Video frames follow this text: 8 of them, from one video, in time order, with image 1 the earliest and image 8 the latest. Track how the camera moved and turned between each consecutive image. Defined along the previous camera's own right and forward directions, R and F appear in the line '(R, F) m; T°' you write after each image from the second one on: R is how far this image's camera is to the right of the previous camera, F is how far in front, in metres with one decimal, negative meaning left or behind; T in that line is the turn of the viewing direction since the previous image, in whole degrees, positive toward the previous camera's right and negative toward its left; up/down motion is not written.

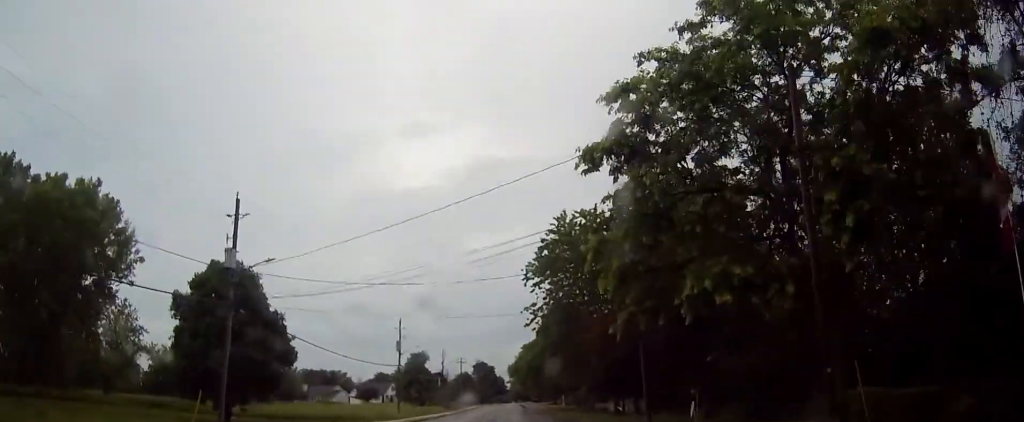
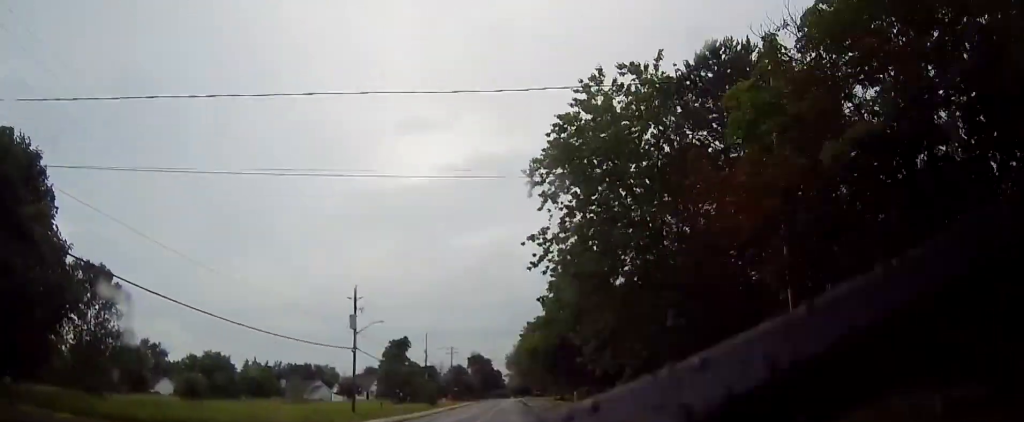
(-0.7, +19.5) m; -3°
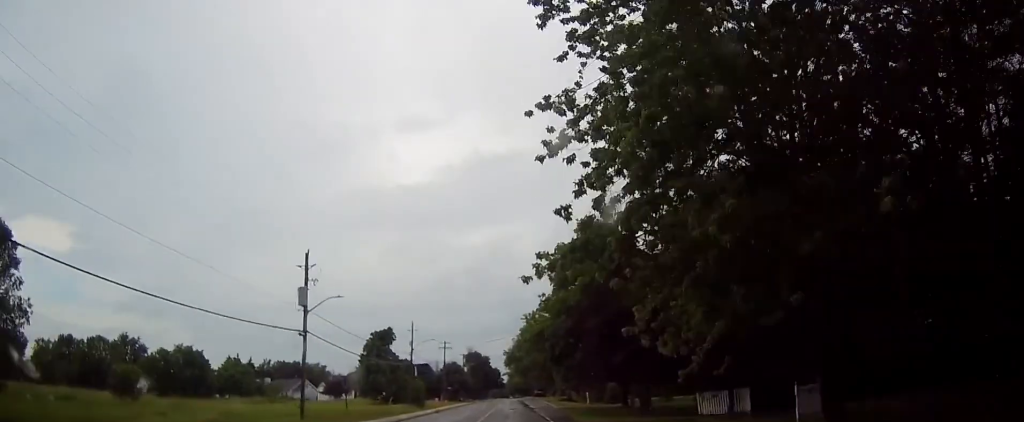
(-0.2, +12.5) m; 0°
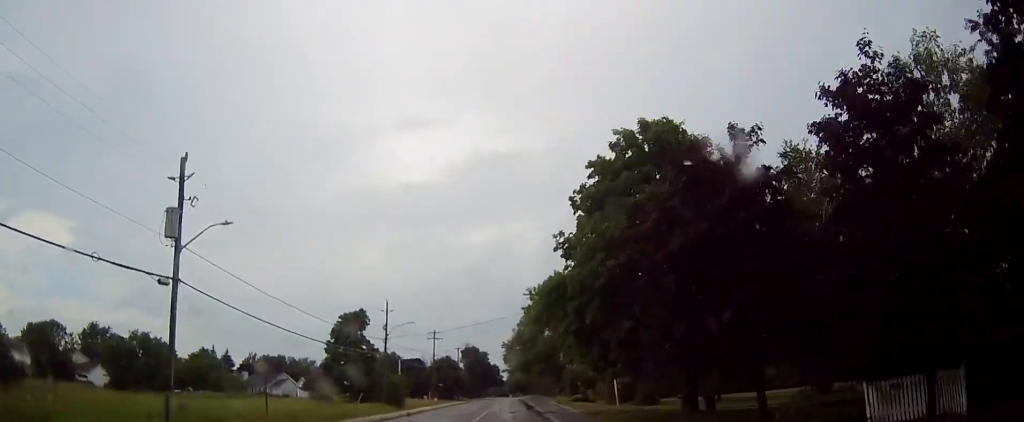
(+0.3, +16.3) m; +1°
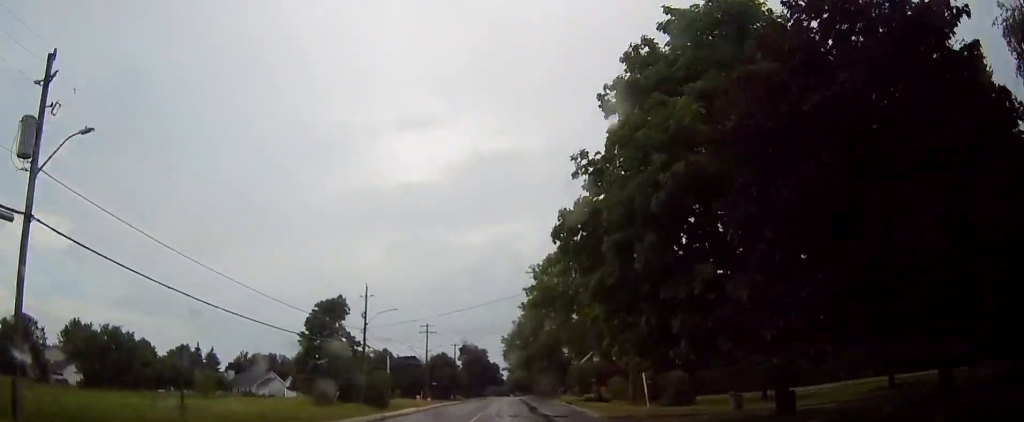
(0.0, +9.1) m; 0°
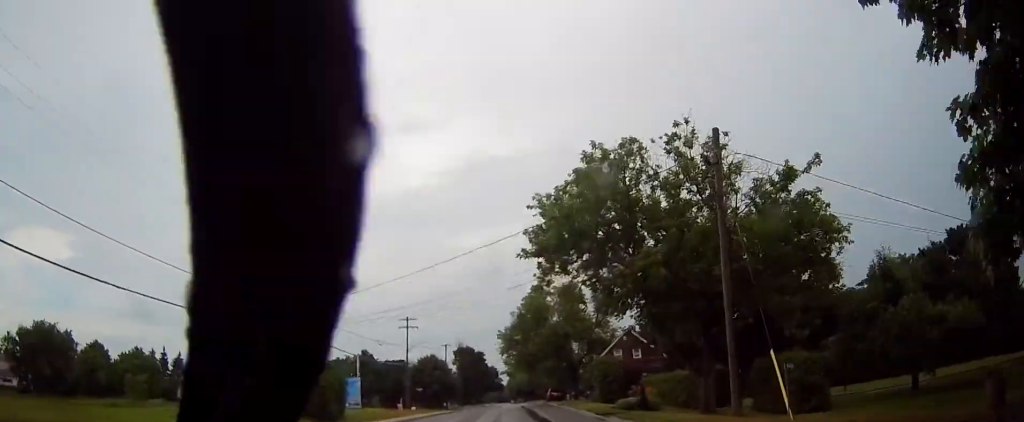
(-0.1, +16.8) m; 0°
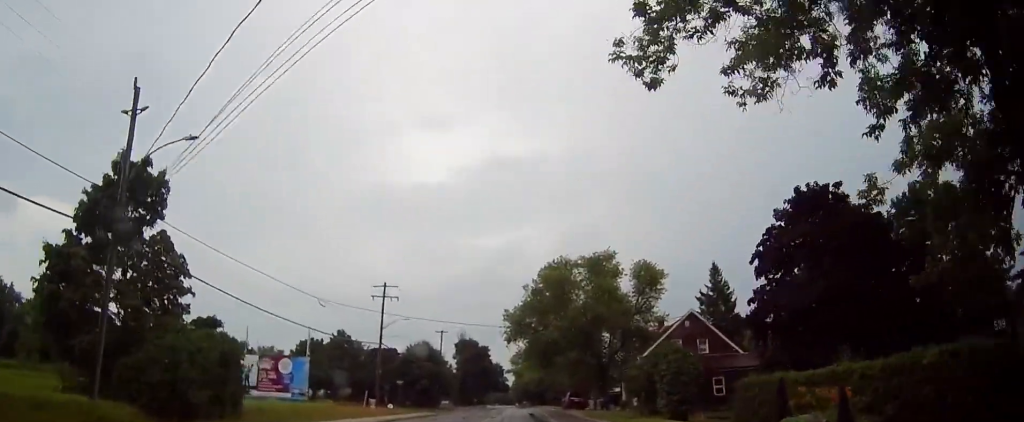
(0.0, +20.1) m; +1°
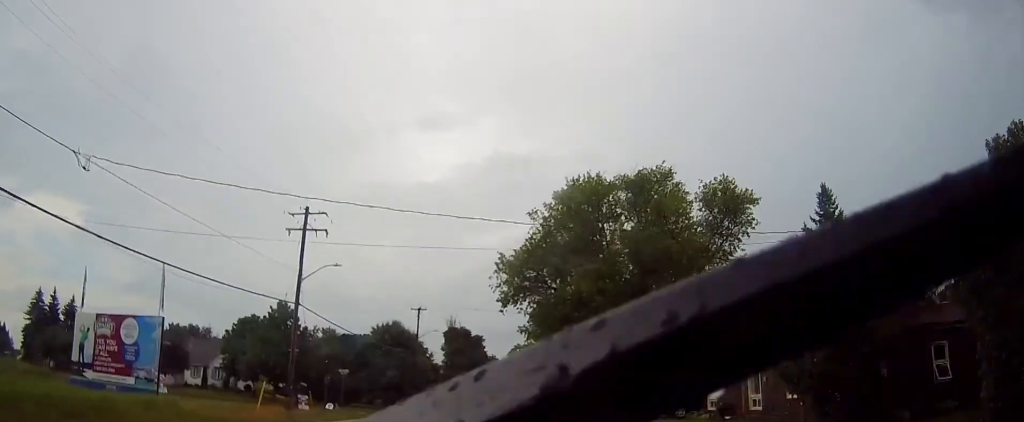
(+0.2, +23.3) m; +1°
